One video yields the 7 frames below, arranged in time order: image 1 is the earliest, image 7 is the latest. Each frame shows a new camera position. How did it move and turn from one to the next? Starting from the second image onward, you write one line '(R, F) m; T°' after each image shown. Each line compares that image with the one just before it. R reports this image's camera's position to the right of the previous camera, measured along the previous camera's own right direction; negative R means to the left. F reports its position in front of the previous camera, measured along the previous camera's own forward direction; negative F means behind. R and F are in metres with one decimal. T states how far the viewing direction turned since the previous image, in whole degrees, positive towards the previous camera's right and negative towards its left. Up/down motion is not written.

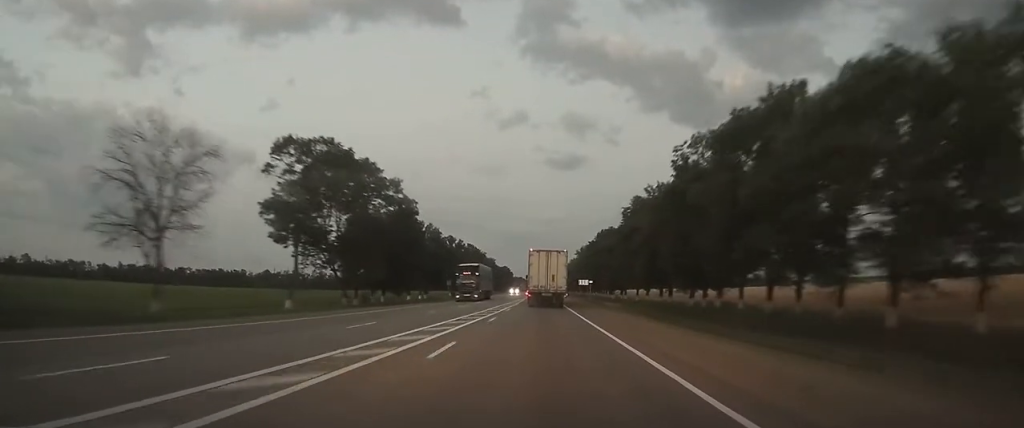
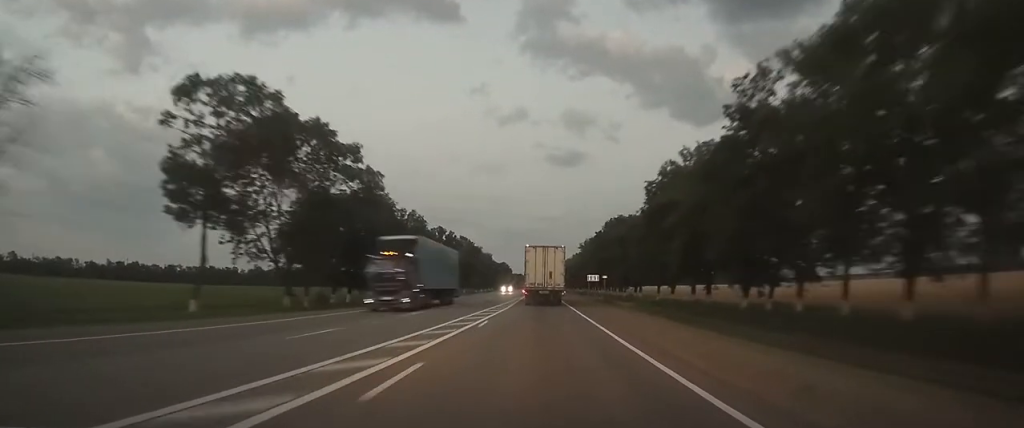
(0.0, +15.7) m; 0°
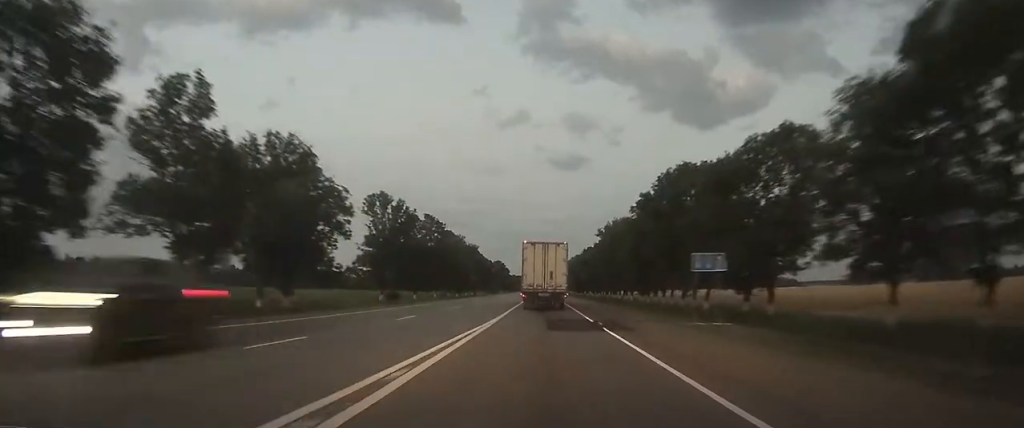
(-0.1, +50.5) m; 0°
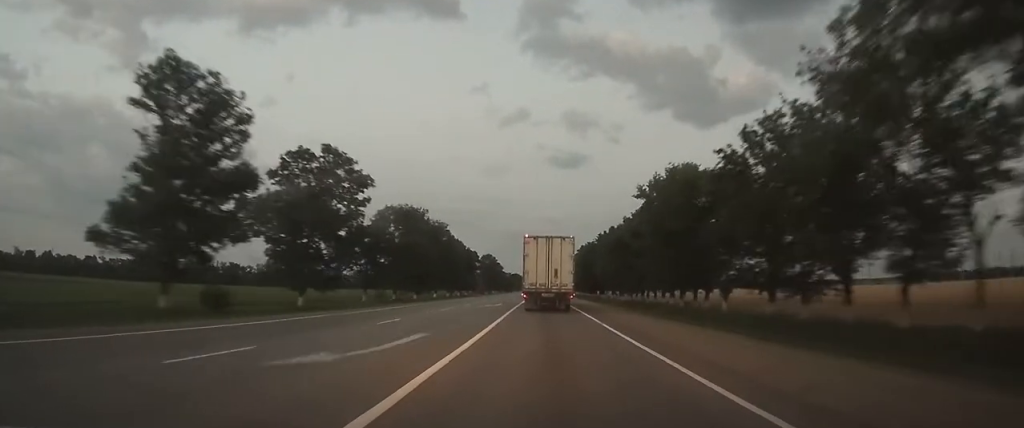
(-0.3, +50.6) m; -1°
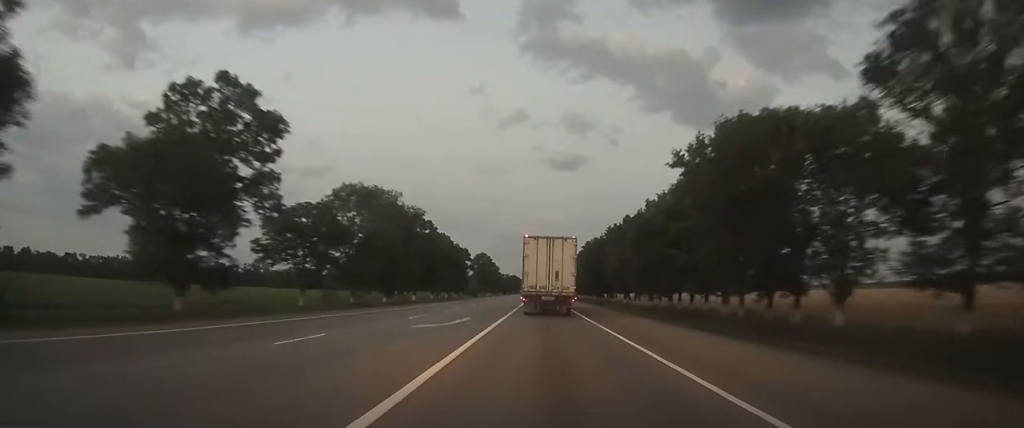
(0.0, +19.8) m; 0°
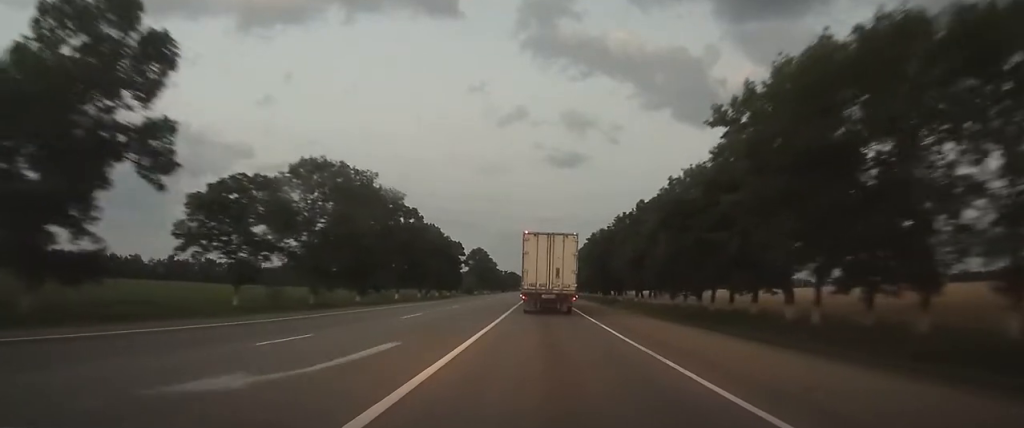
(0.0, +12.6) m; 0°
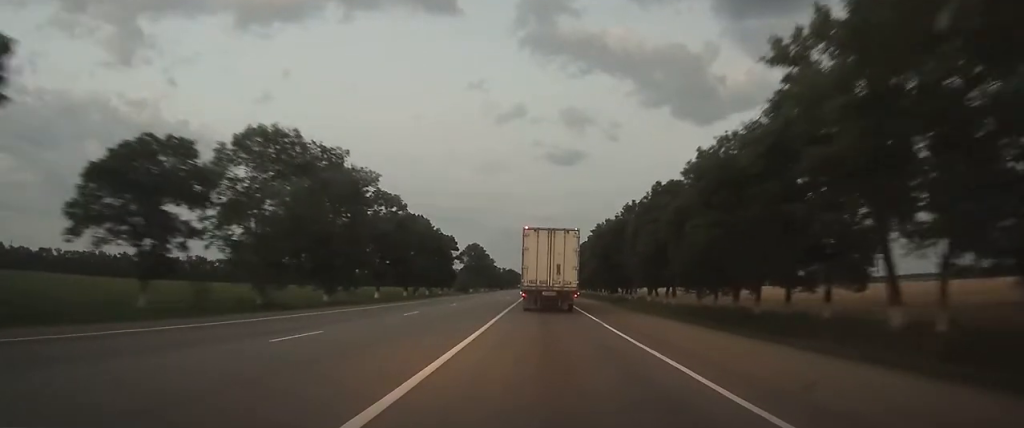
(0.0, +11.2) m; 0°
